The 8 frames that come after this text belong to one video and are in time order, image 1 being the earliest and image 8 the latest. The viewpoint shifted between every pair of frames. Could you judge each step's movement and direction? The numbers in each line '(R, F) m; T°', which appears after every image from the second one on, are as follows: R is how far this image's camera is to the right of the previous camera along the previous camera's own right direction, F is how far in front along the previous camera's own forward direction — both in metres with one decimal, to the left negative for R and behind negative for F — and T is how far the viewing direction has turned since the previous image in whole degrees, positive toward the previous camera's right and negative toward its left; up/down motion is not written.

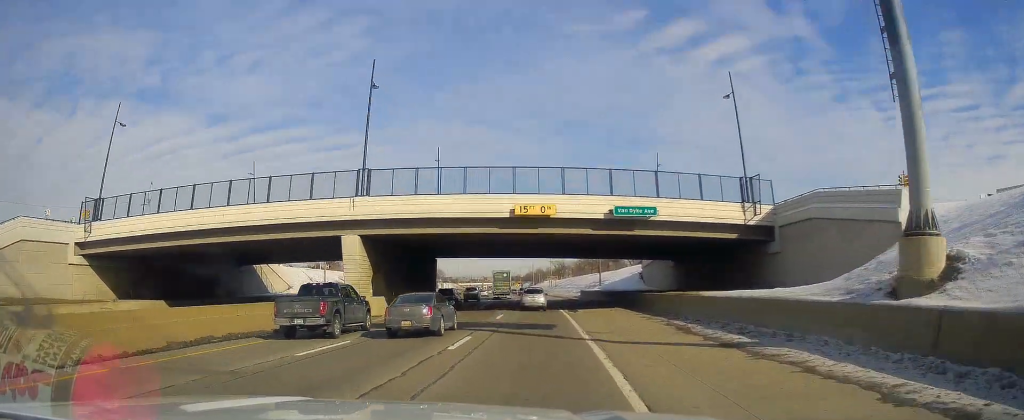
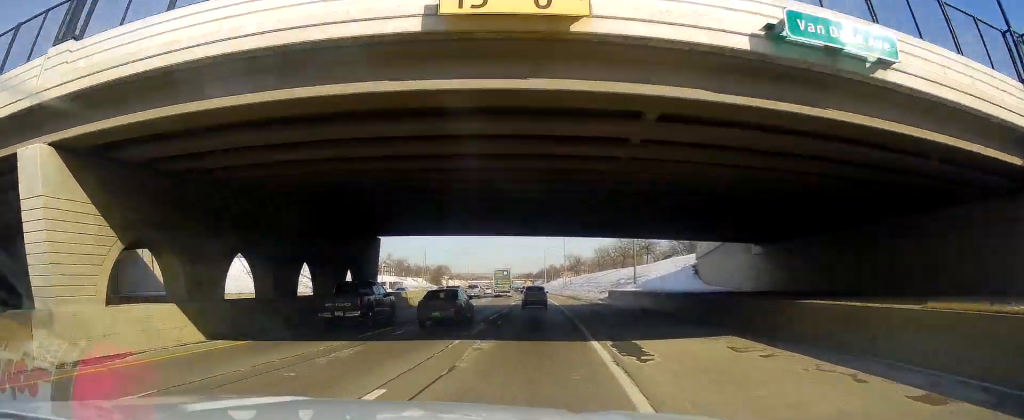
(-0.2, +25.5) m; -2°
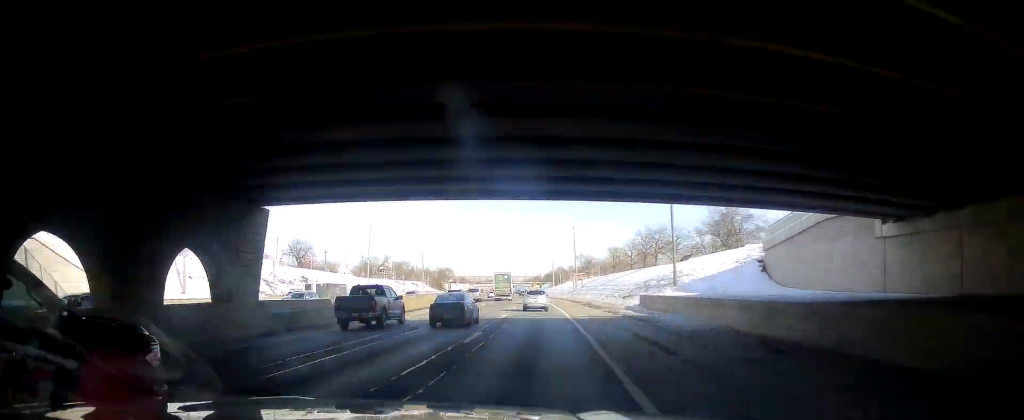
(-0.3, +17.2) m; -2°
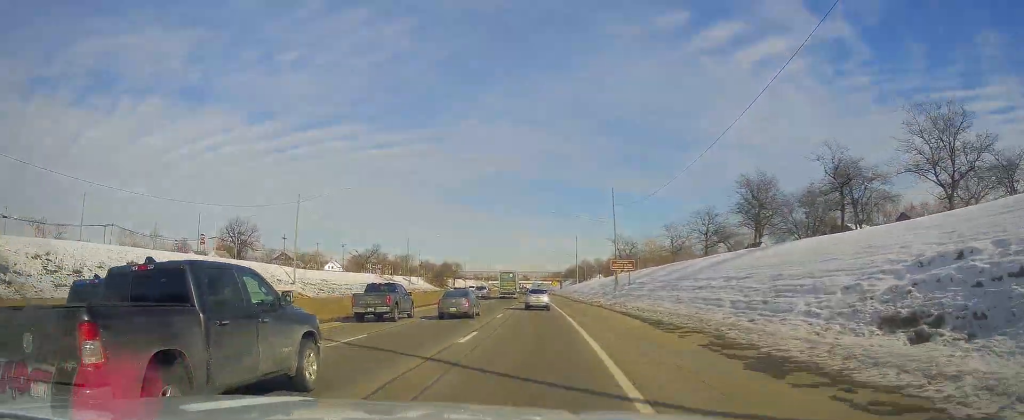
(-0.7, +45.6) m; -2°
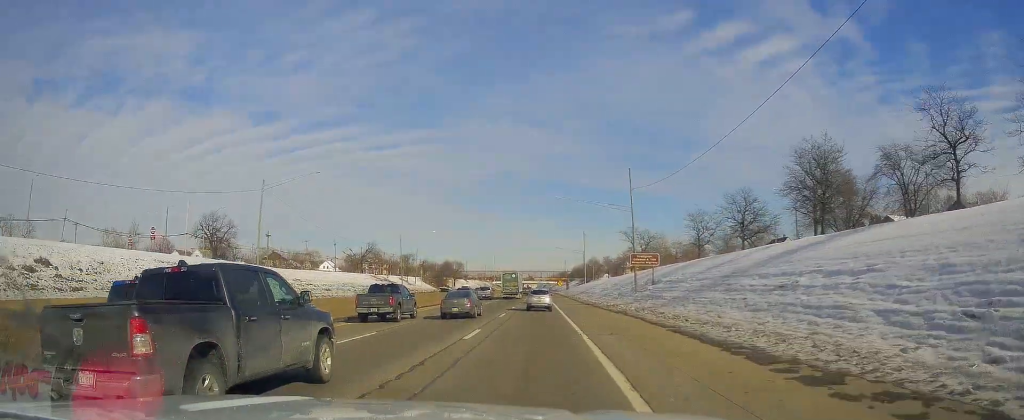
(+0.1, +12.5) m; -1°
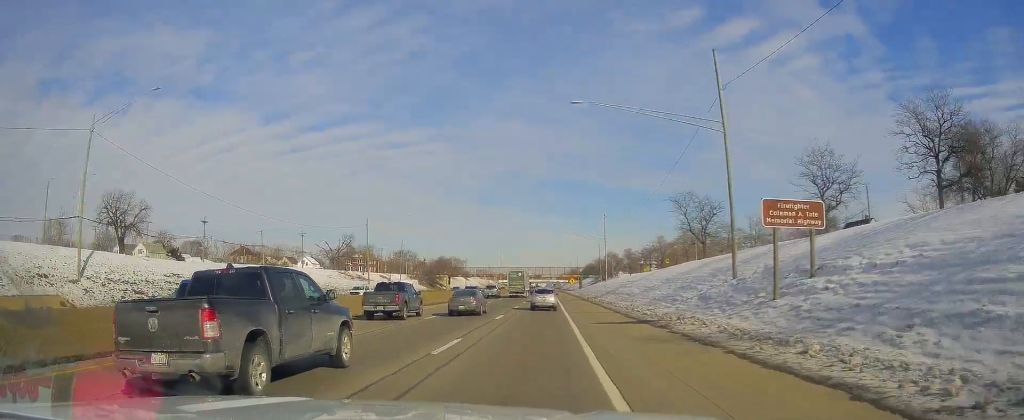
(-0.5, +32.9) m; -1°
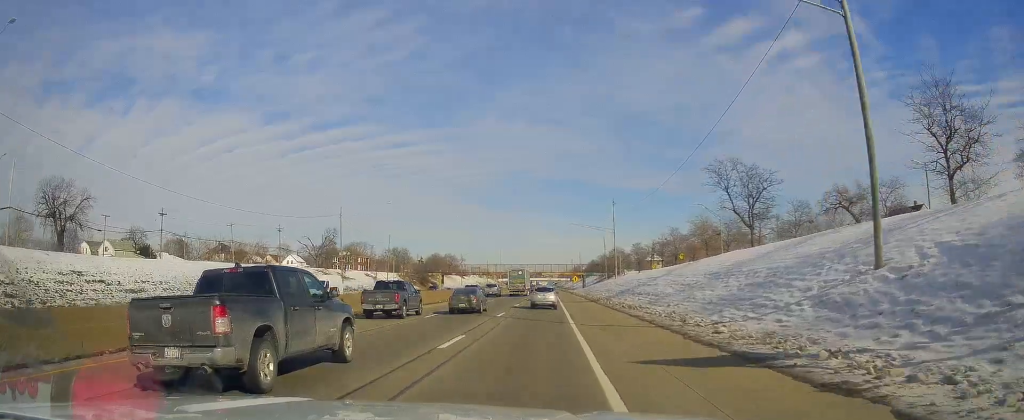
(+0.2, +14.7) m; 0°
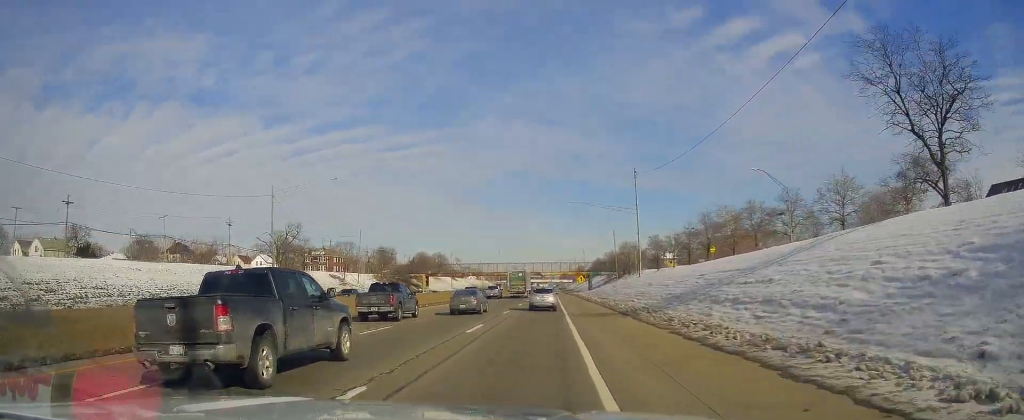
(-0.4, +25.2) m; -1°
